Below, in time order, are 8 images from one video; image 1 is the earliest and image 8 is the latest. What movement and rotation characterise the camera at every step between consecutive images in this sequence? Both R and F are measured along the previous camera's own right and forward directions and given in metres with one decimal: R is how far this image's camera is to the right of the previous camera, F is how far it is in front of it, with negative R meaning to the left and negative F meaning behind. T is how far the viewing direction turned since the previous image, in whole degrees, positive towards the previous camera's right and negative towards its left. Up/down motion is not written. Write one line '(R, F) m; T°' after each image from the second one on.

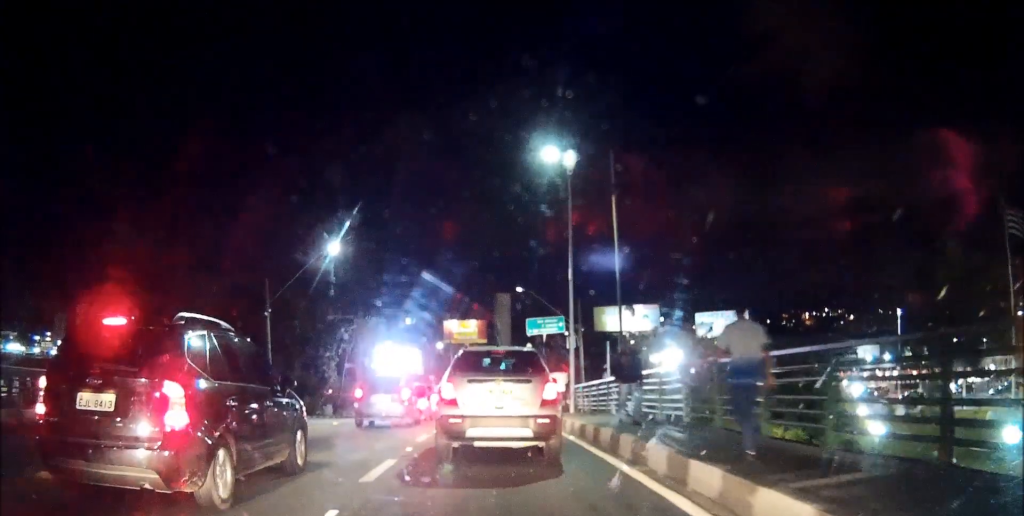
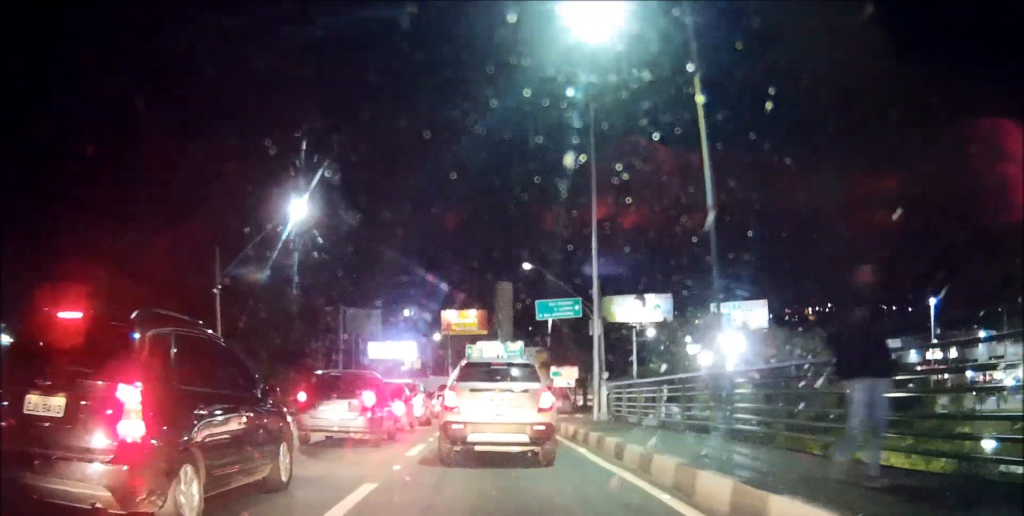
(0.0, +8.3) m; 0°
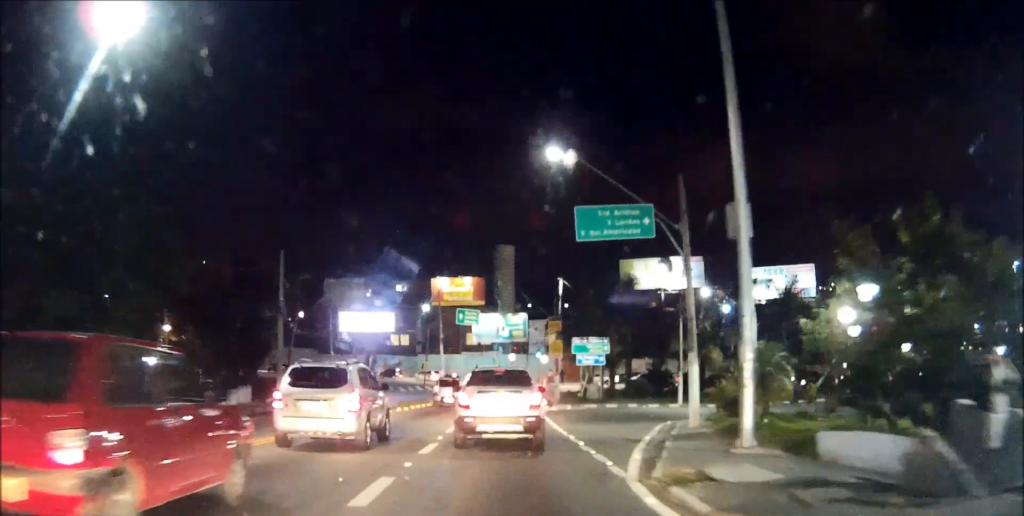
(-0.1, +17.7) m; 0°
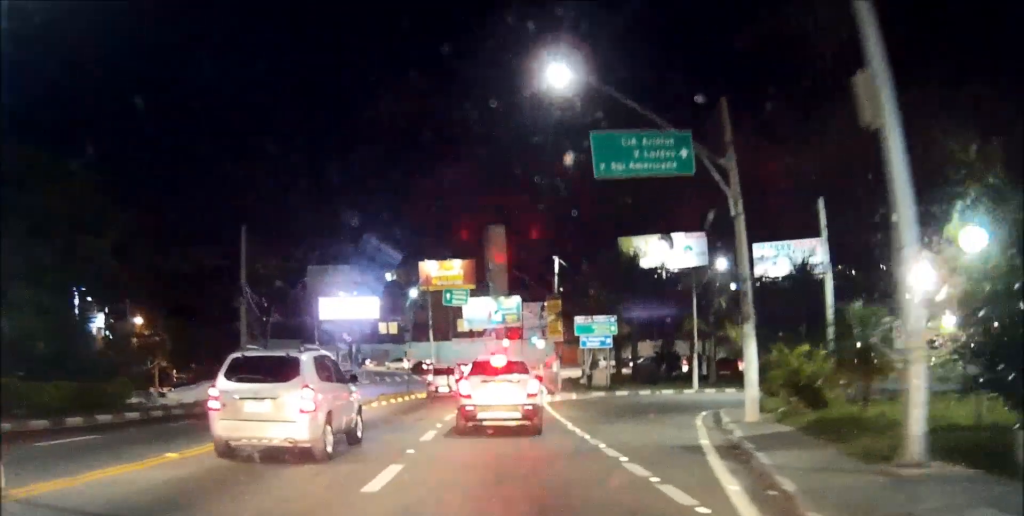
(0.0, +5.5) m; +1°
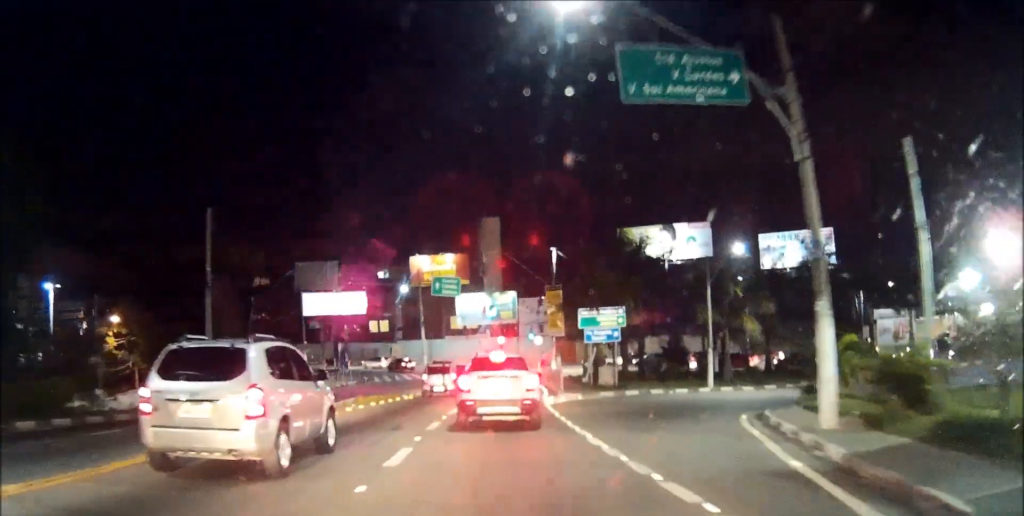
(0.0, +4.5) m; +1°
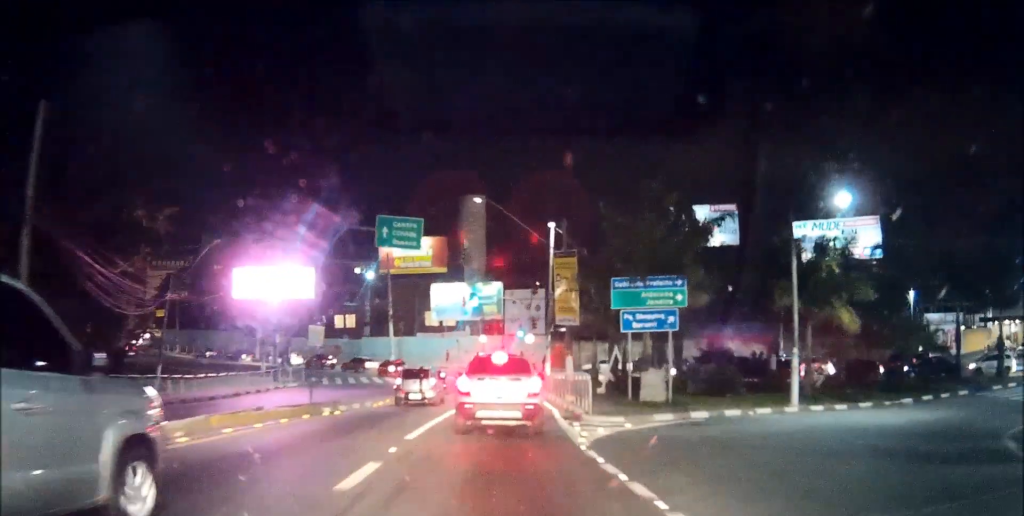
(+0.3, +14.3) m; +2°
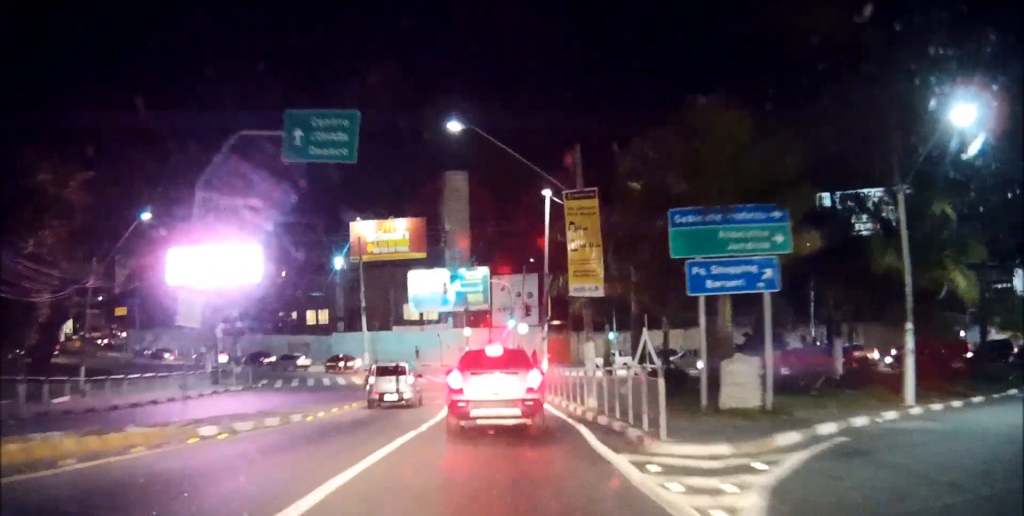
(0.0, +9.5) m; 0°
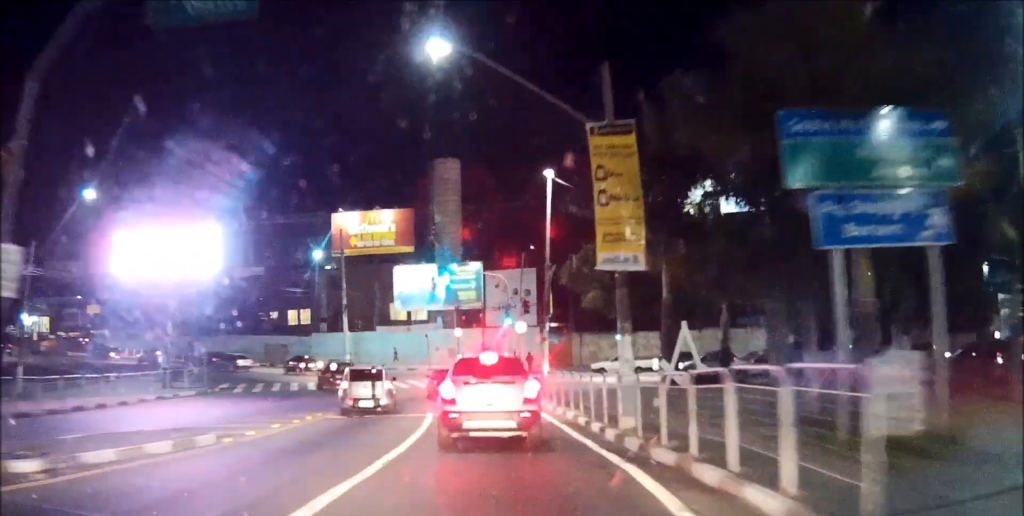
(0.0, +6.4) m; 0°
